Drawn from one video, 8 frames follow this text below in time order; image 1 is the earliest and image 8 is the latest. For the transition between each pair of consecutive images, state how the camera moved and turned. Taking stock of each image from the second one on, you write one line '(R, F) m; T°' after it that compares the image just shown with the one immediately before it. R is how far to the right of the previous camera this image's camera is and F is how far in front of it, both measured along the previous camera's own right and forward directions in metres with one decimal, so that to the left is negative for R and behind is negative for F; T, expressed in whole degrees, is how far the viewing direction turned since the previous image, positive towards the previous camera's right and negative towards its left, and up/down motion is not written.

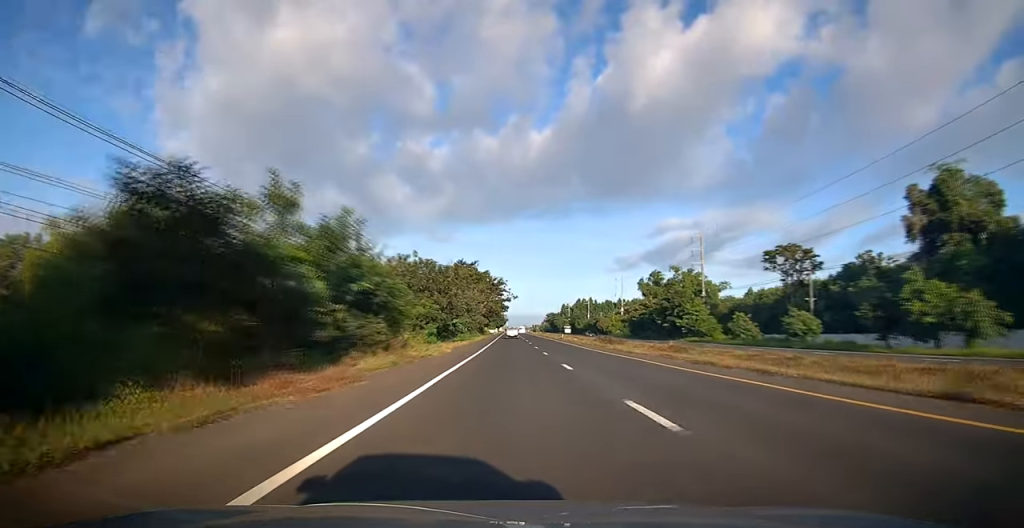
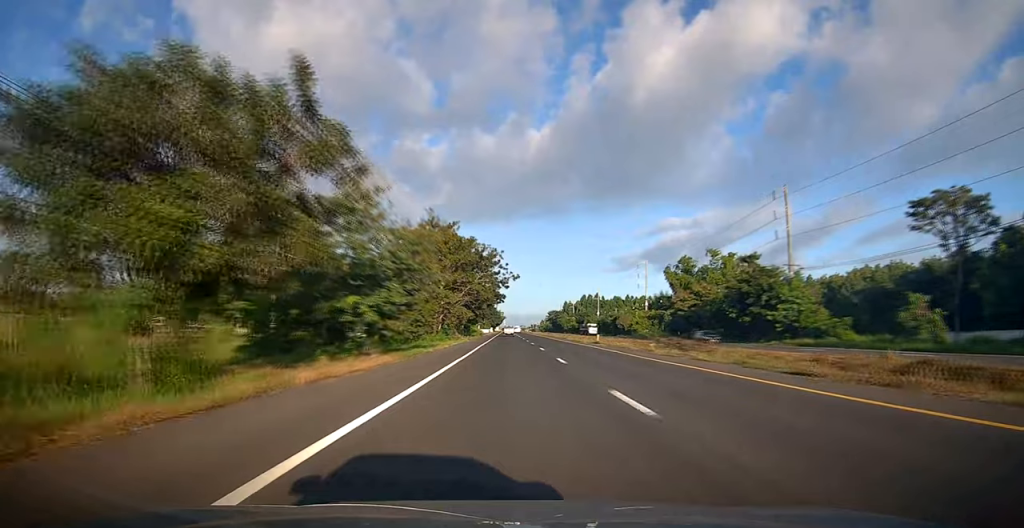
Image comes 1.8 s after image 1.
(-0.2, +34.5) m; 0°
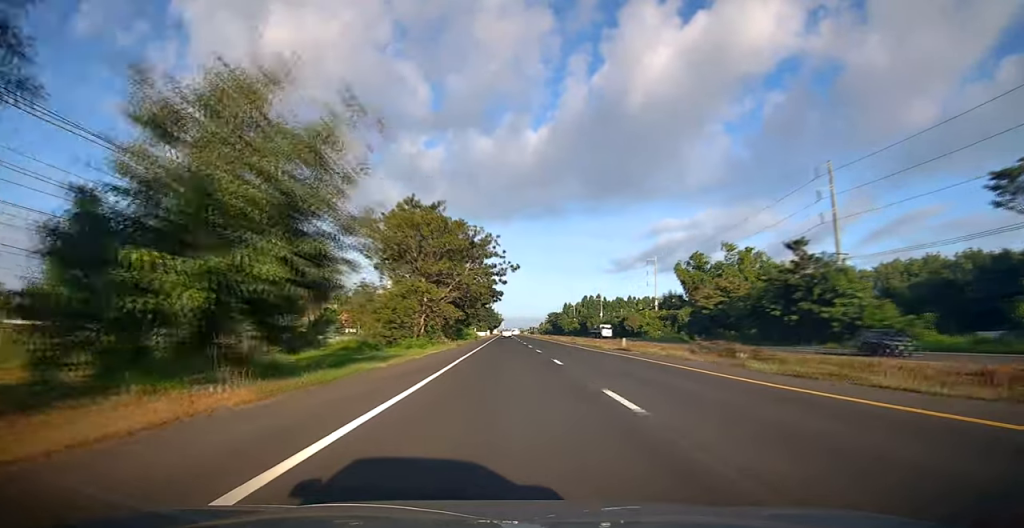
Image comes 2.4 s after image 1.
(0.0, +11.5) m; +1°
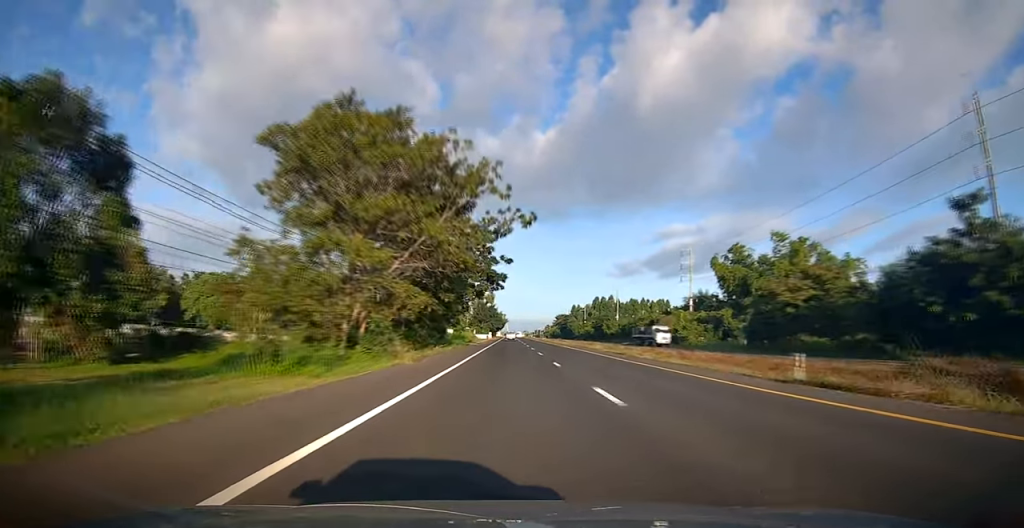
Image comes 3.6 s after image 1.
(+0.3, +22.2) m; 0°
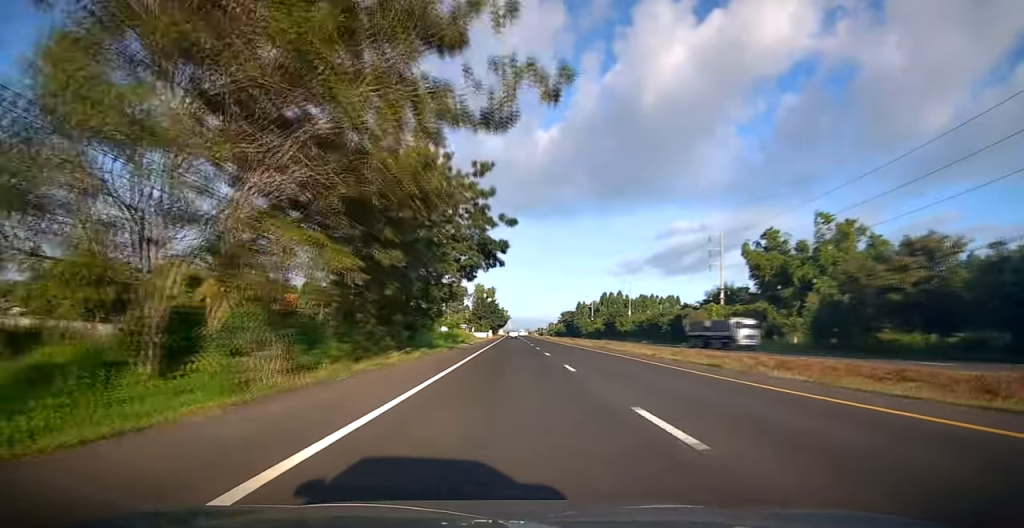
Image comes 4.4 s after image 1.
(-0.2, +15.5) m; -1°
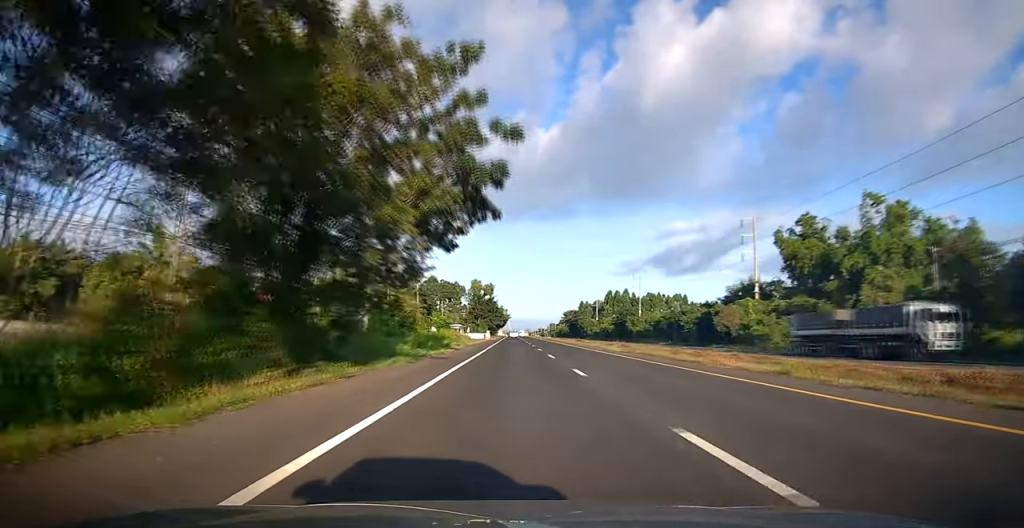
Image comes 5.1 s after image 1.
(-0.1, +14.0) m; 0°
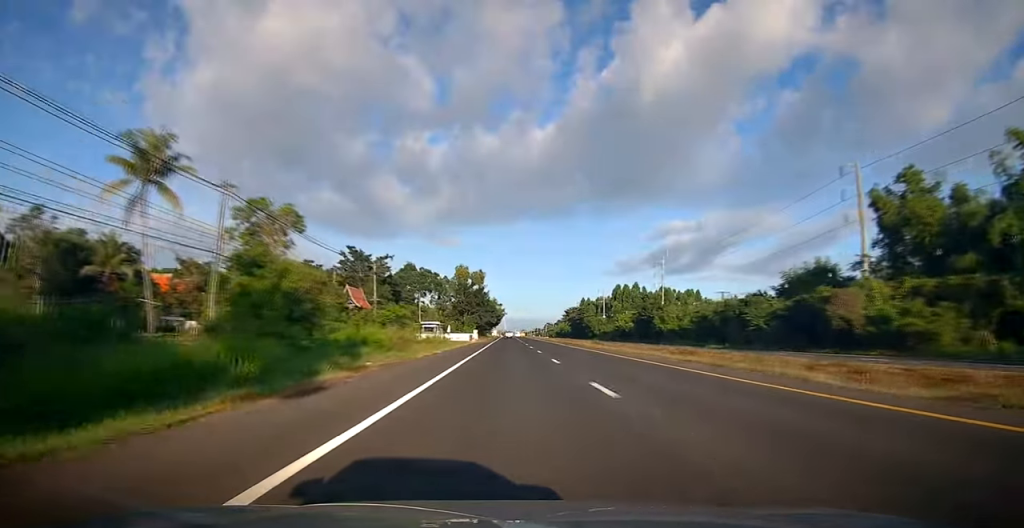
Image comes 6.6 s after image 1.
(0.0, +29.0) m; 0°
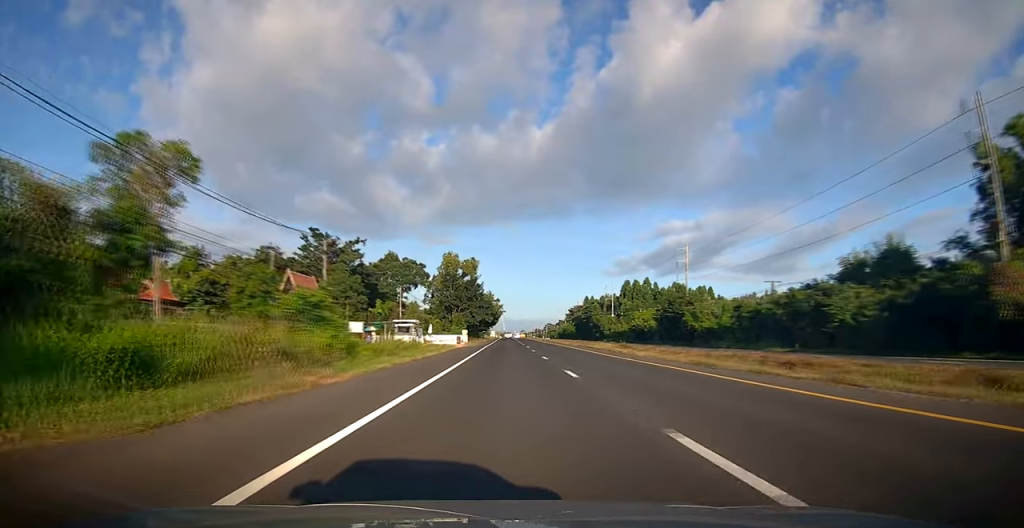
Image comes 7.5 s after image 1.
(0.0, +19.1) m; -1°
